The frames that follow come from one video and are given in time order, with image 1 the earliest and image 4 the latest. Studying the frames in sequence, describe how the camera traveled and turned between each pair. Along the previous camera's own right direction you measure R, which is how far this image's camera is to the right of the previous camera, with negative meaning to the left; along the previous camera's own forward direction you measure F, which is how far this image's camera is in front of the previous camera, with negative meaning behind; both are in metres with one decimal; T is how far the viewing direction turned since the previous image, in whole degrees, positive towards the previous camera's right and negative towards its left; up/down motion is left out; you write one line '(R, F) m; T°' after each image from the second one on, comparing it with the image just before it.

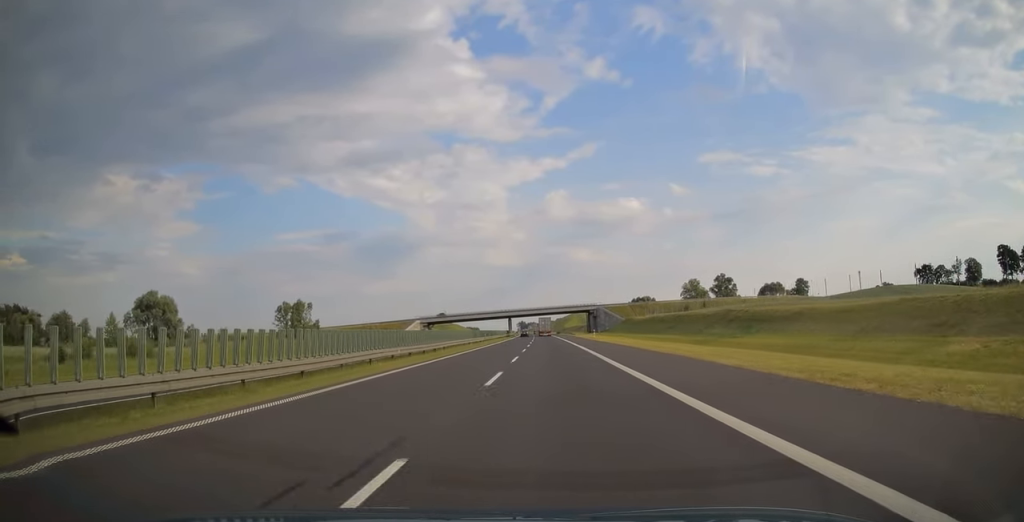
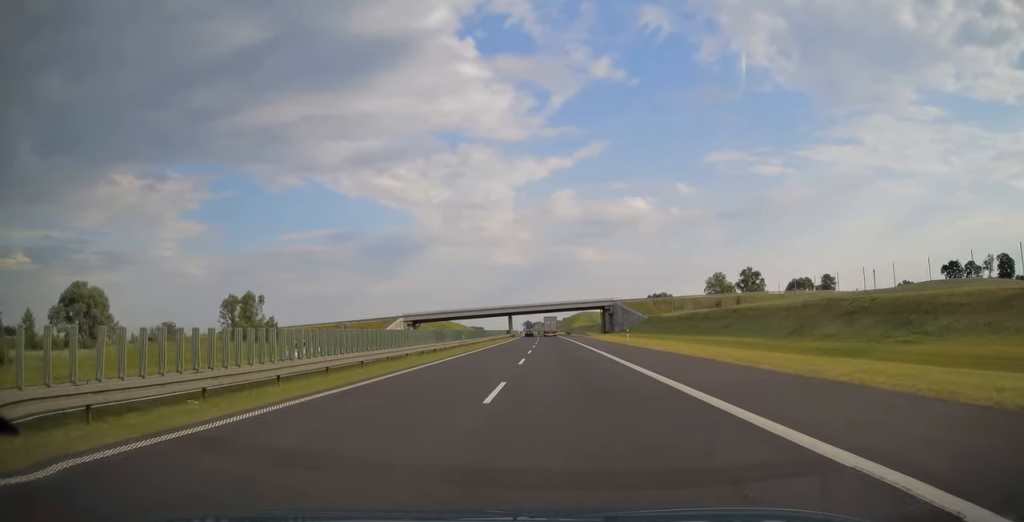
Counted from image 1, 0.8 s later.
(-0.1, +26.5) m; -1°
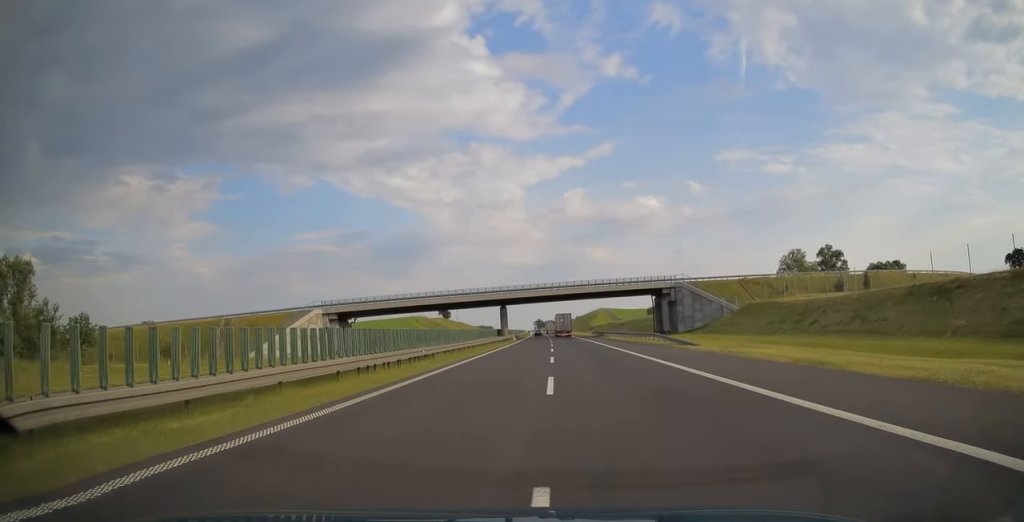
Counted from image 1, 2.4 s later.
(-0.7, +58.1) m; -1°
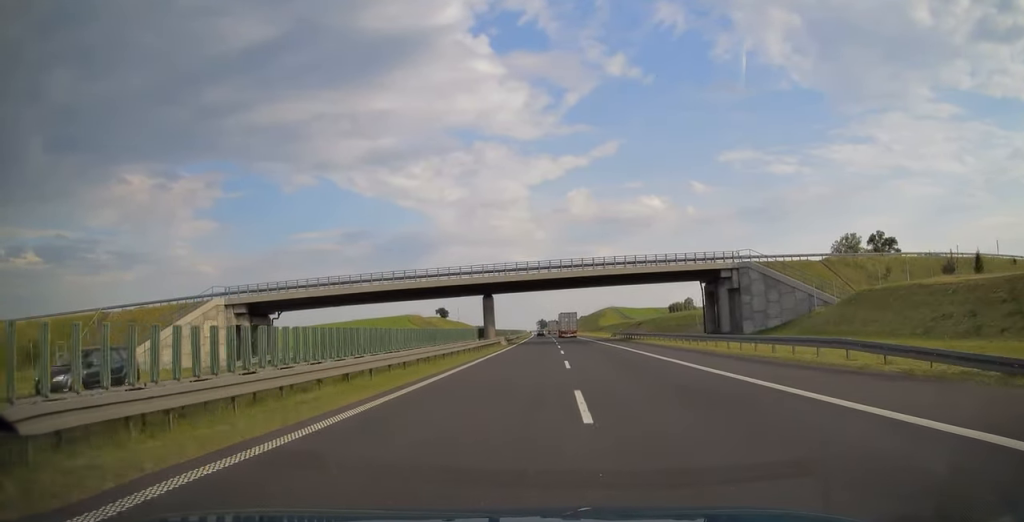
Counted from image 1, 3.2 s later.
(-0.1, +27.5) m; 0°
